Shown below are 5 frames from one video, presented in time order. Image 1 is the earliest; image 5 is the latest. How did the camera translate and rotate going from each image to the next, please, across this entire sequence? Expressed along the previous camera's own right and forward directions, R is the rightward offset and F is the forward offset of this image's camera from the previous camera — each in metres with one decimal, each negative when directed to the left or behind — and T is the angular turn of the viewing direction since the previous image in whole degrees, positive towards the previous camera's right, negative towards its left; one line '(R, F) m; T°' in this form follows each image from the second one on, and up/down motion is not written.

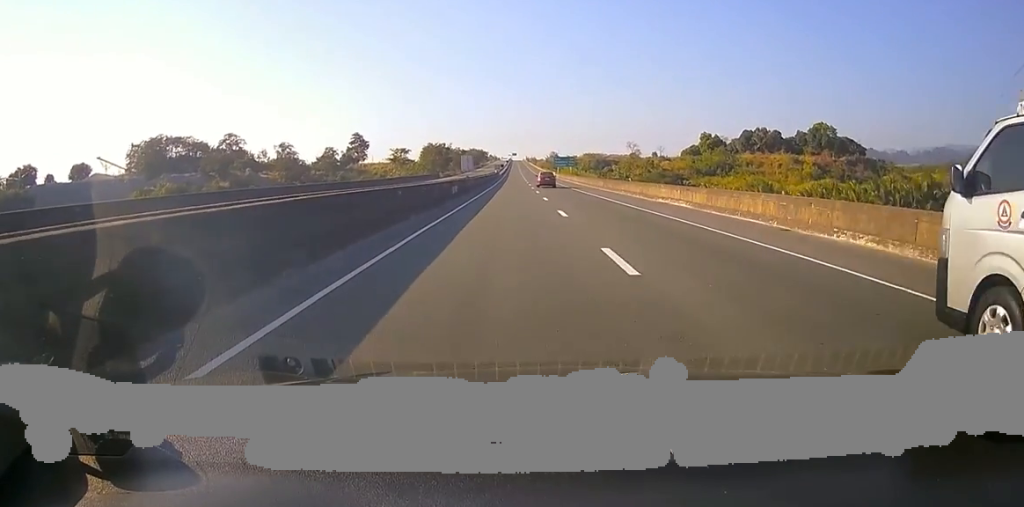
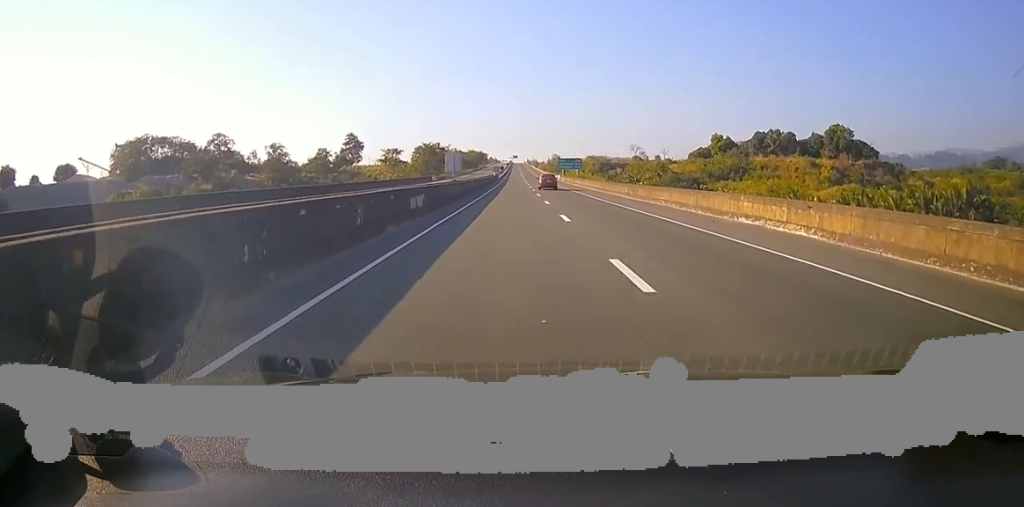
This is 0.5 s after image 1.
(0.0, +12.9) m; 0°
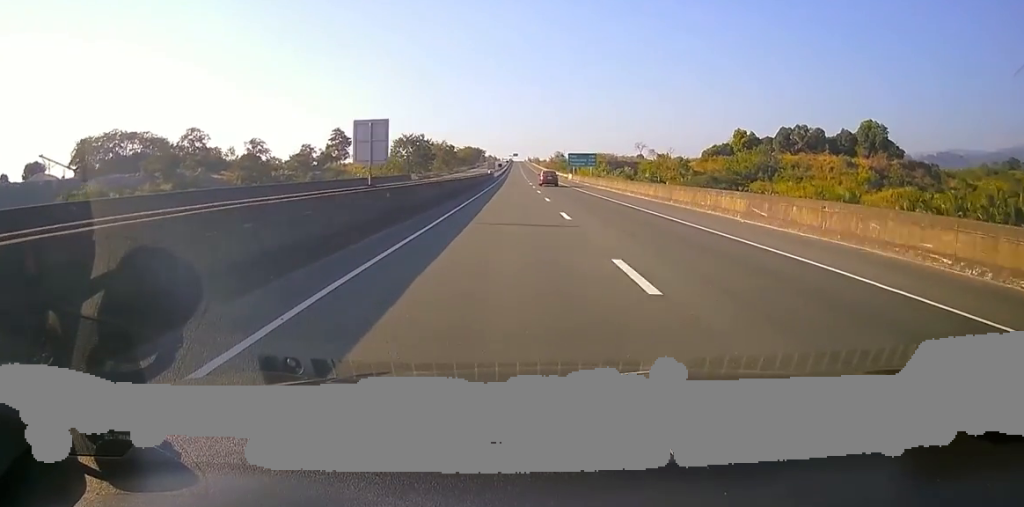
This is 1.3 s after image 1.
(0.0, +24.2) m; 0°
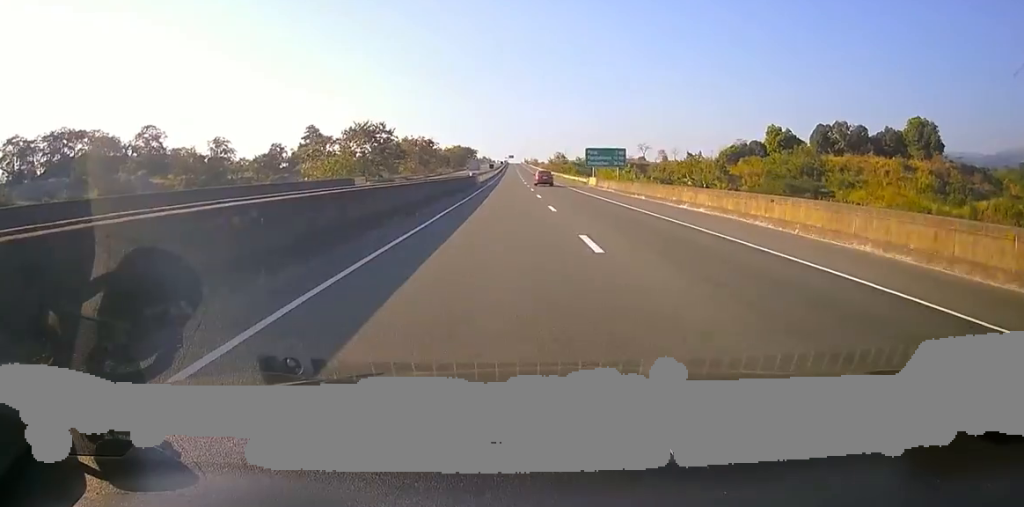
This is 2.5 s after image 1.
(0.0, +32.0) m; 0°
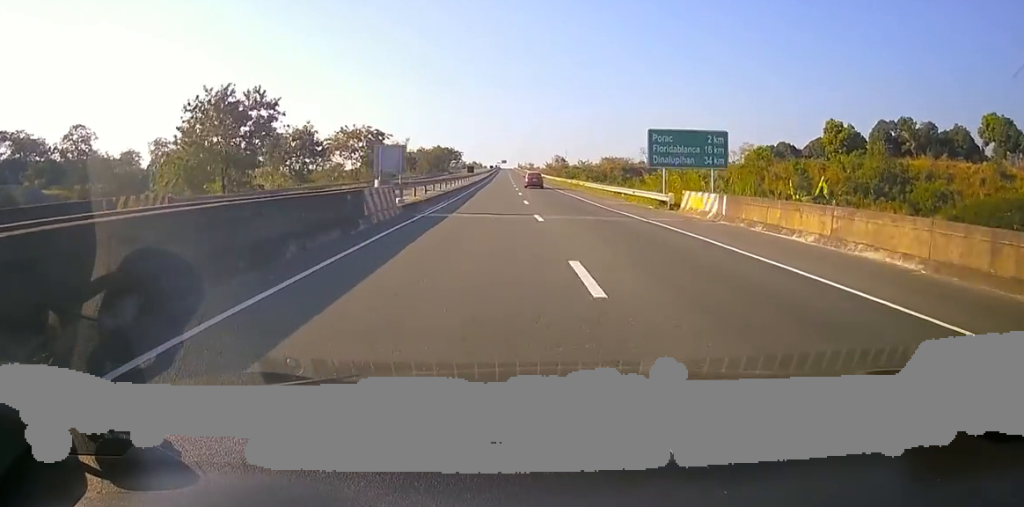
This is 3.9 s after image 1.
(0.0, +40.0) m; 0°
